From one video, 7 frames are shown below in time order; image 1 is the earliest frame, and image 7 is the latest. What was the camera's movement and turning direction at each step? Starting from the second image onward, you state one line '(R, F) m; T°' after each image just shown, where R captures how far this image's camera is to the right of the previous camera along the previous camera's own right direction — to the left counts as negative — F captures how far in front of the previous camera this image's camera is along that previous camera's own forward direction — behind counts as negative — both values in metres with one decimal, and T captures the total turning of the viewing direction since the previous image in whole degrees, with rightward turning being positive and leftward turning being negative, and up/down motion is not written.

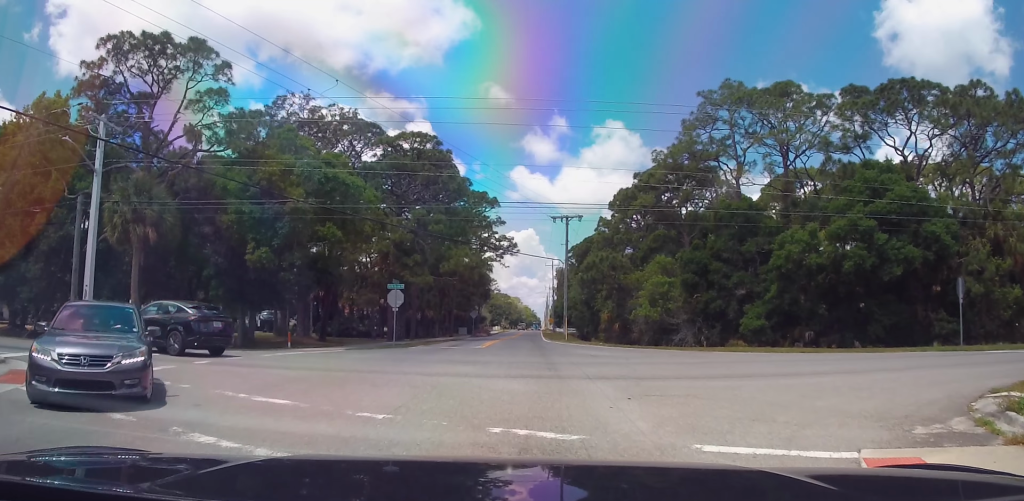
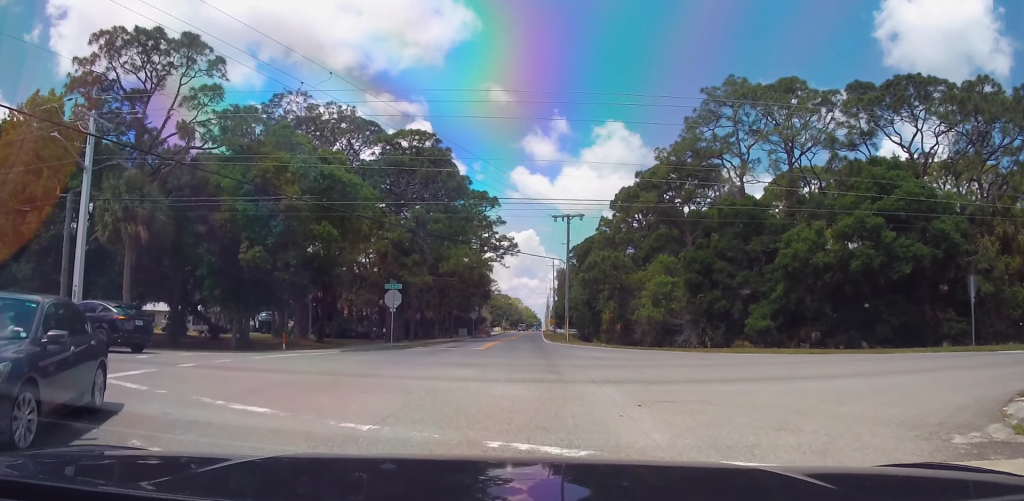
(0.0, +1.0) m; -3°
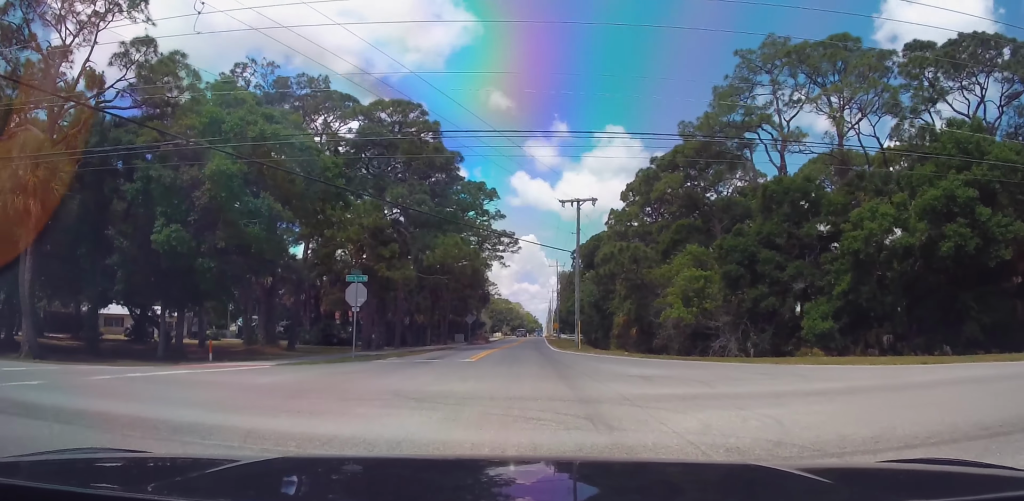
(-0.4, +6.6) m; +1°
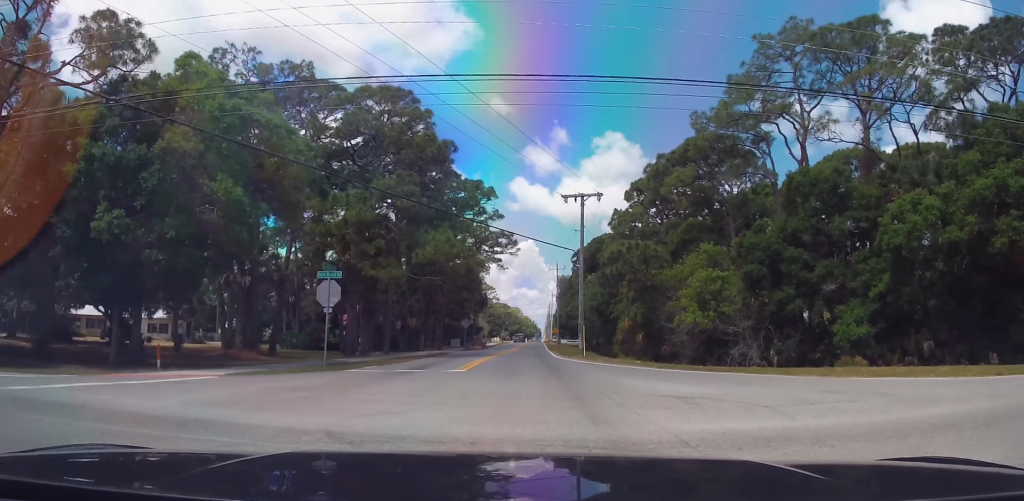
(+0.2, +2.9) m; +4°
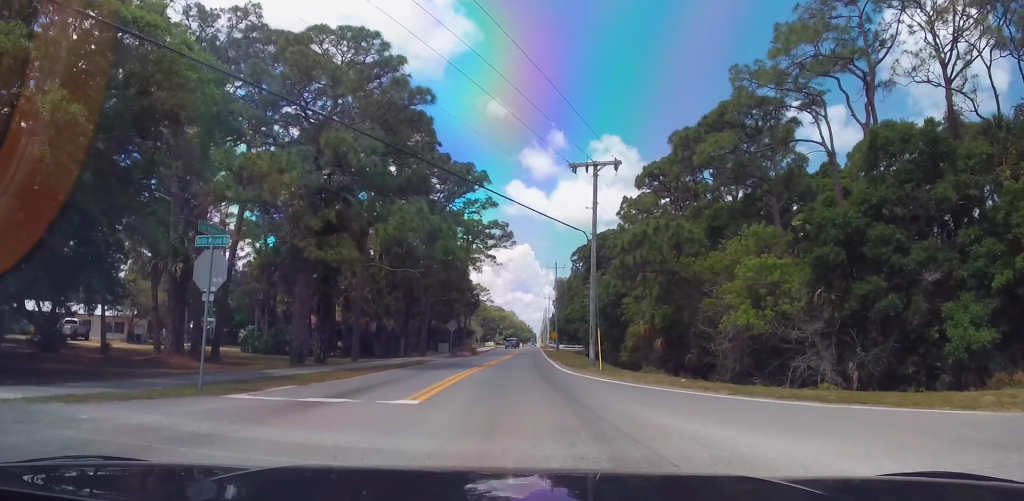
(+0.1, +7.5) m; 0°
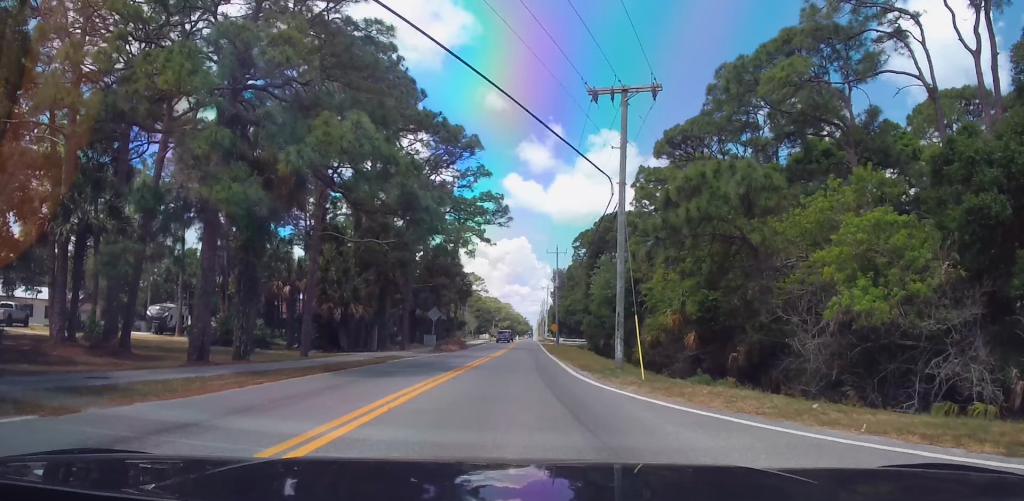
(-0.1, +8.8) m; -3°
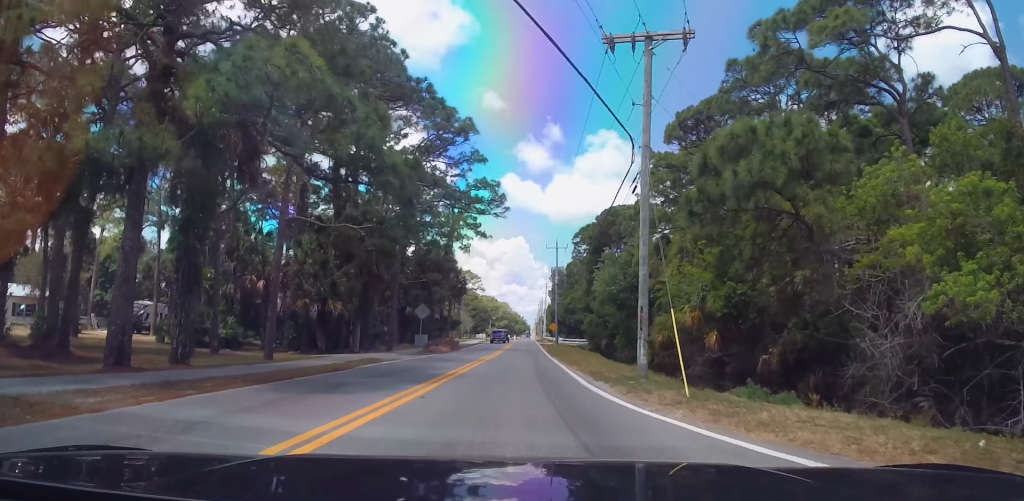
(-0.2, +4.4) m; 0°
